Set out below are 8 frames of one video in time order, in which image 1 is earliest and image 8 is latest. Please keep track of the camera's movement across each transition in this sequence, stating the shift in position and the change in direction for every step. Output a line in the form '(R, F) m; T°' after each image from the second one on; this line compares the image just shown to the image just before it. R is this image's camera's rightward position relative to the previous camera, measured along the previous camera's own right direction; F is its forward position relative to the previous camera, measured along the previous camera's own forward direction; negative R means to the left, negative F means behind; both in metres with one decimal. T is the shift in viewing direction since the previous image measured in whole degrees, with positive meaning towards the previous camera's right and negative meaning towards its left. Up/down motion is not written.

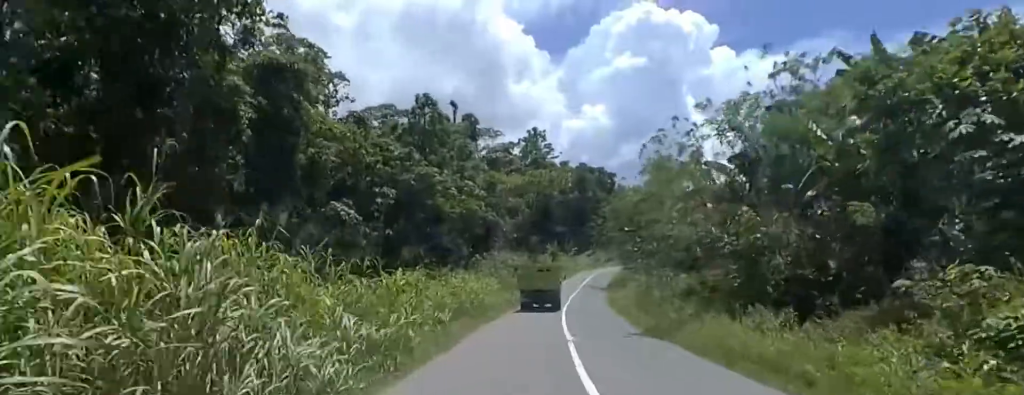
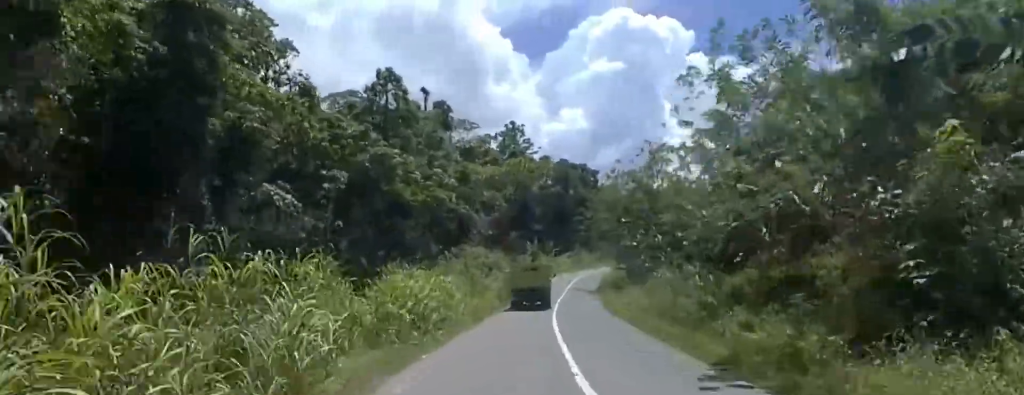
(0.0, +8.7) m; 0°
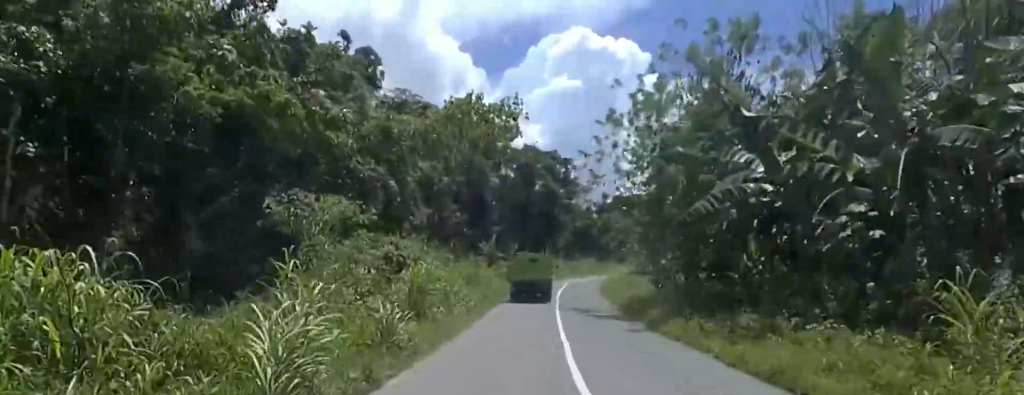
(+2.0, +25.7) m; +11°
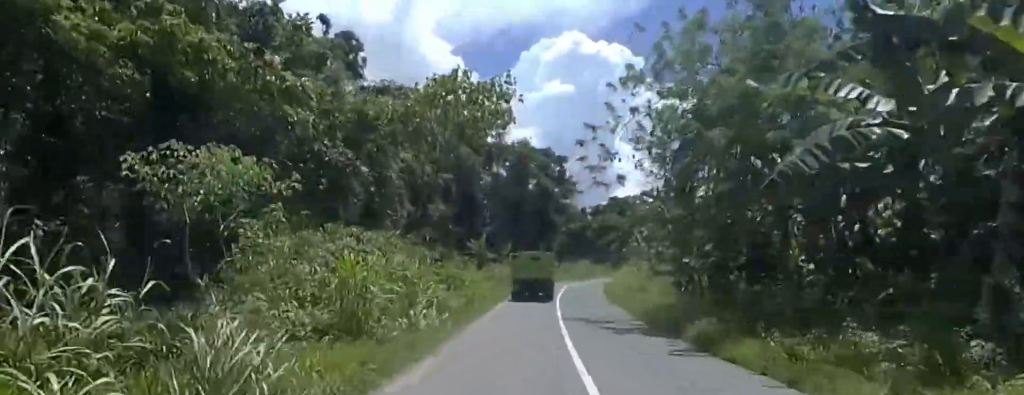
(+0.2, +5.2) m; +2°
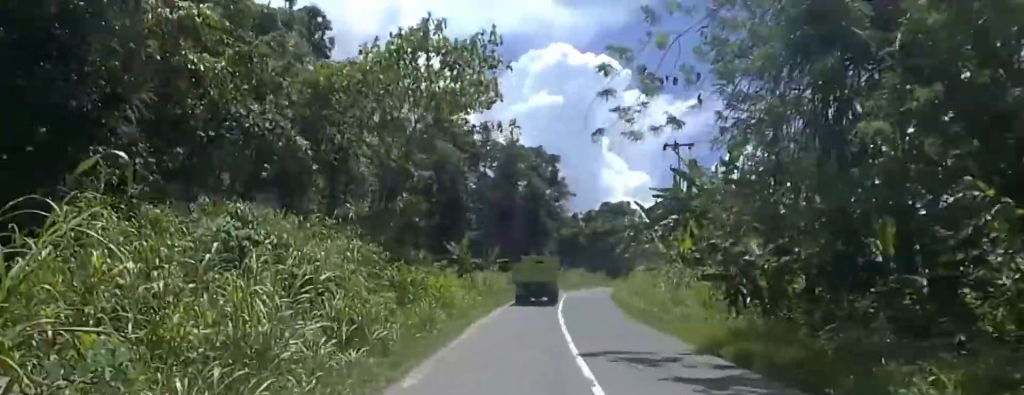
(0.0, +7.8) m; 0°
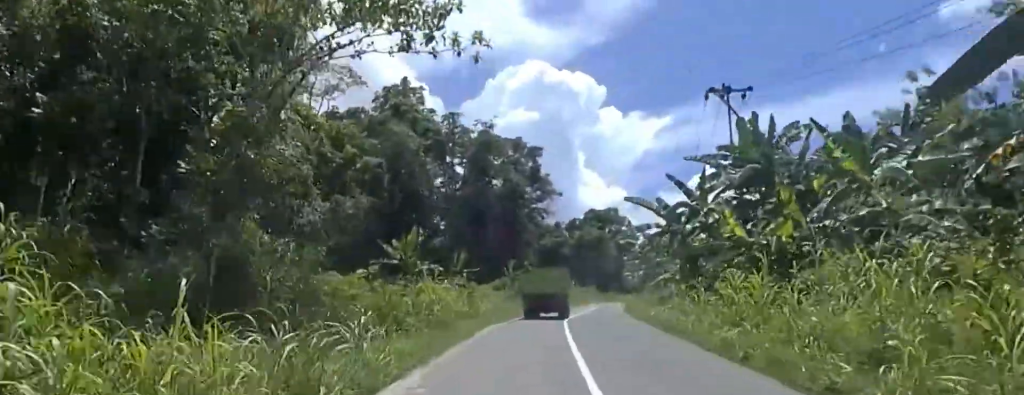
(0.0, +14.7) m; -1°
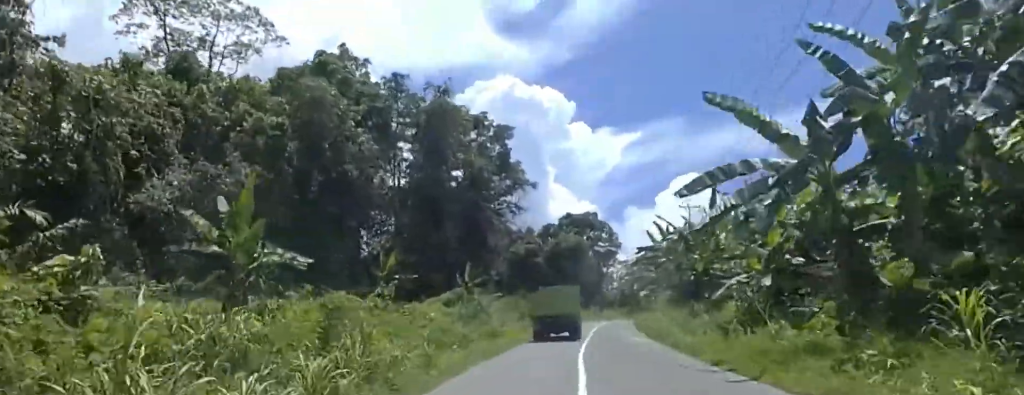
(-0.3, +16.1) m; +4°
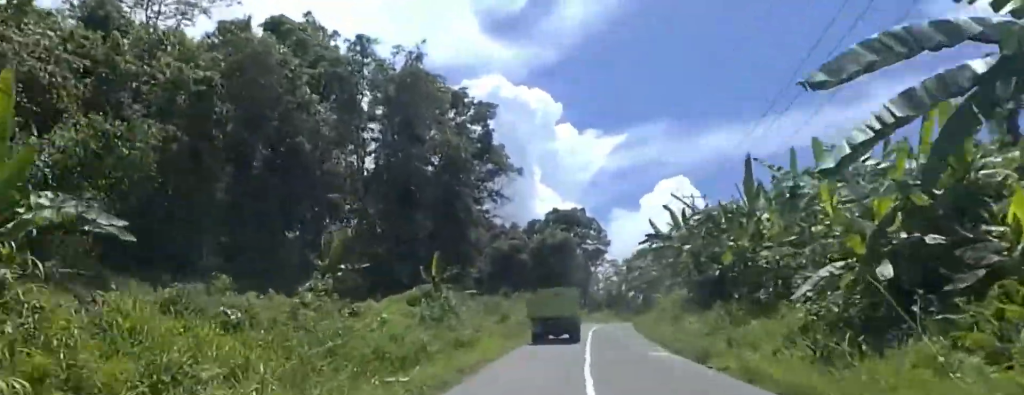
(+0.6, +6.6) m; +4°
